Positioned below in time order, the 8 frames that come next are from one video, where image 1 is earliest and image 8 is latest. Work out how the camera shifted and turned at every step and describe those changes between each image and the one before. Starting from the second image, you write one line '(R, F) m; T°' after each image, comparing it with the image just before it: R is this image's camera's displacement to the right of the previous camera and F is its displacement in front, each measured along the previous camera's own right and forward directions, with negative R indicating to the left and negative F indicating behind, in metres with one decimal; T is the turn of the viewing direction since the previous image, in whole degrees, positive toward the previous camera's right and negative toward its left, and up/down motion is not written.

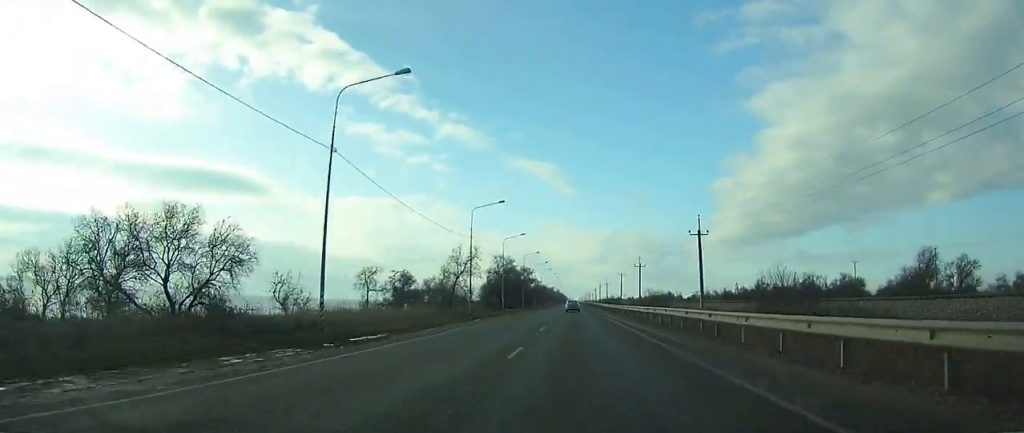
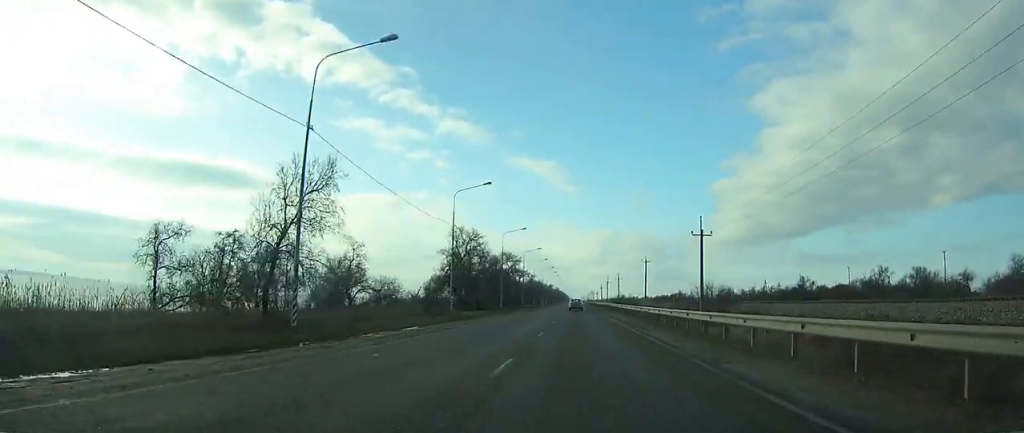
(0.0, +39.8) m; 0°
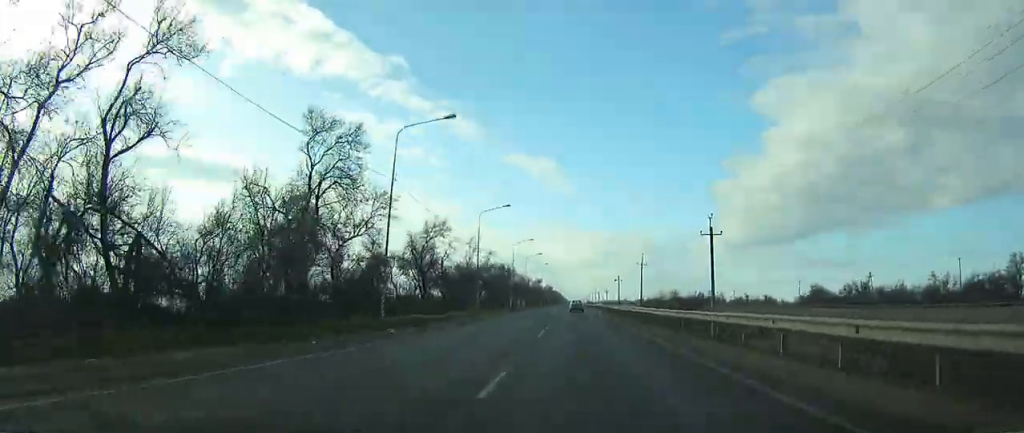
(+0.2, +86.7) m; 0°
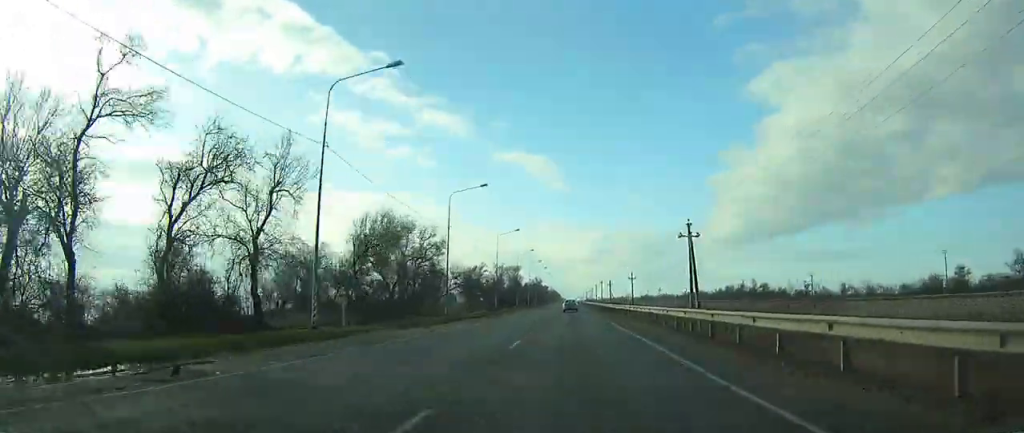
(-0.1, +76.2) m; 0°
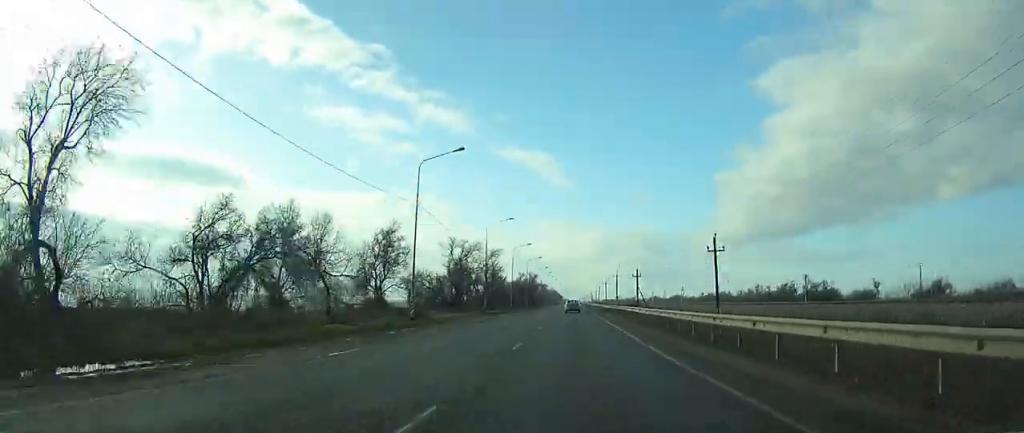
(-0.2, +47.3) m; 0°
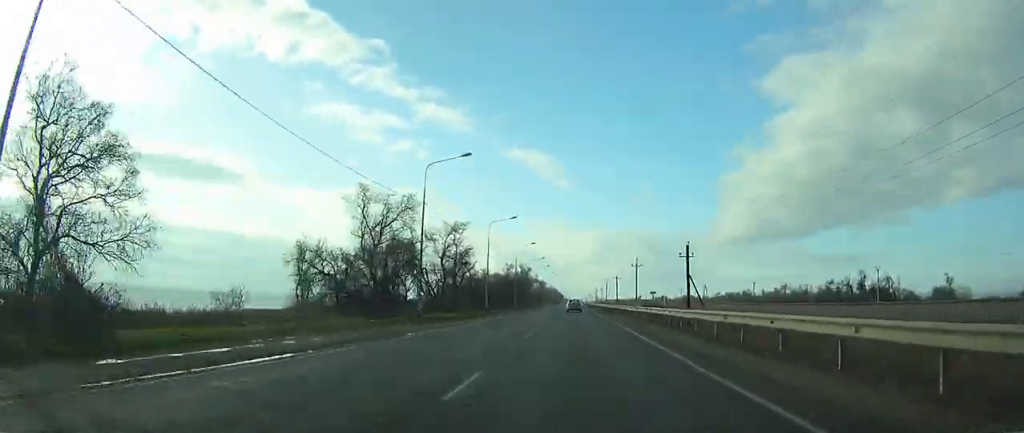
(-0.1, +32.8) m; 0°
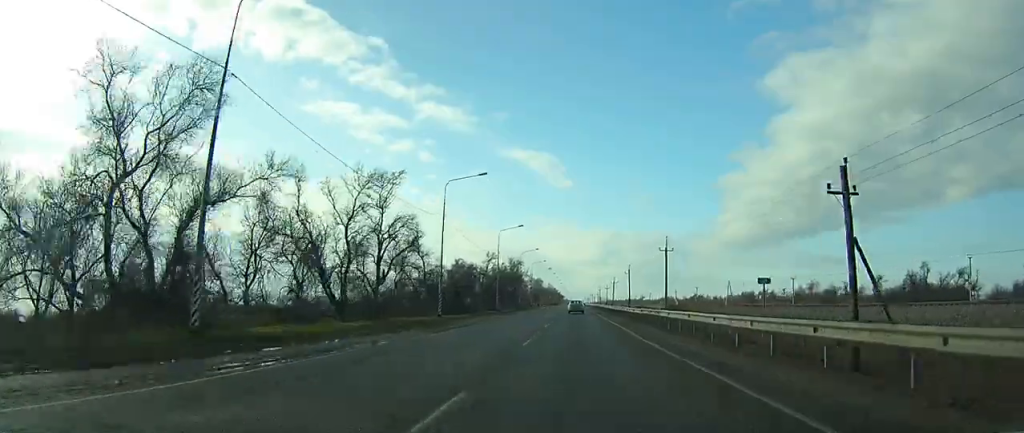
(-0.1, +26.2) m; 0°
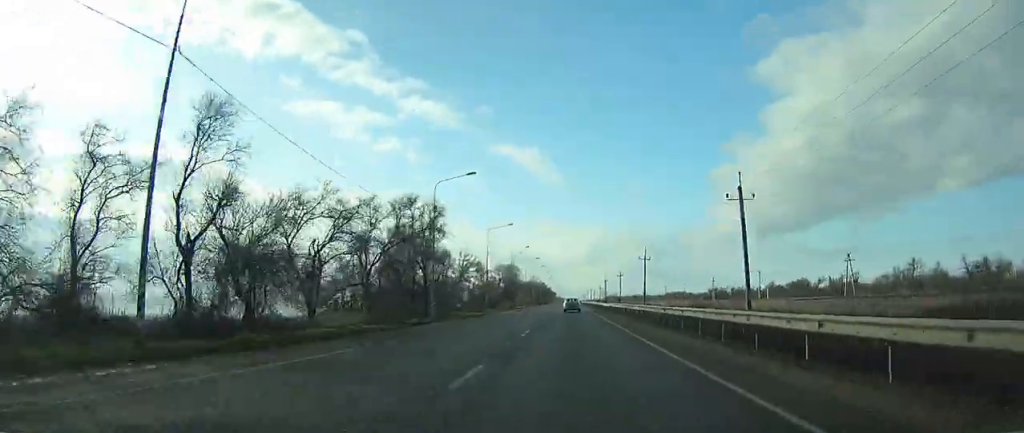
(+0.2, +68.7) m; 0°
